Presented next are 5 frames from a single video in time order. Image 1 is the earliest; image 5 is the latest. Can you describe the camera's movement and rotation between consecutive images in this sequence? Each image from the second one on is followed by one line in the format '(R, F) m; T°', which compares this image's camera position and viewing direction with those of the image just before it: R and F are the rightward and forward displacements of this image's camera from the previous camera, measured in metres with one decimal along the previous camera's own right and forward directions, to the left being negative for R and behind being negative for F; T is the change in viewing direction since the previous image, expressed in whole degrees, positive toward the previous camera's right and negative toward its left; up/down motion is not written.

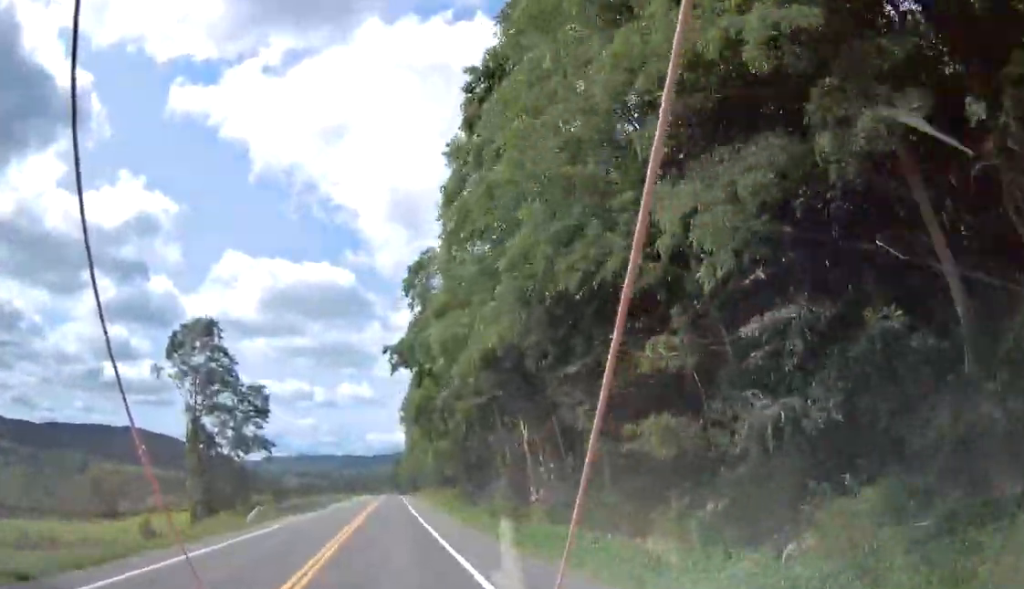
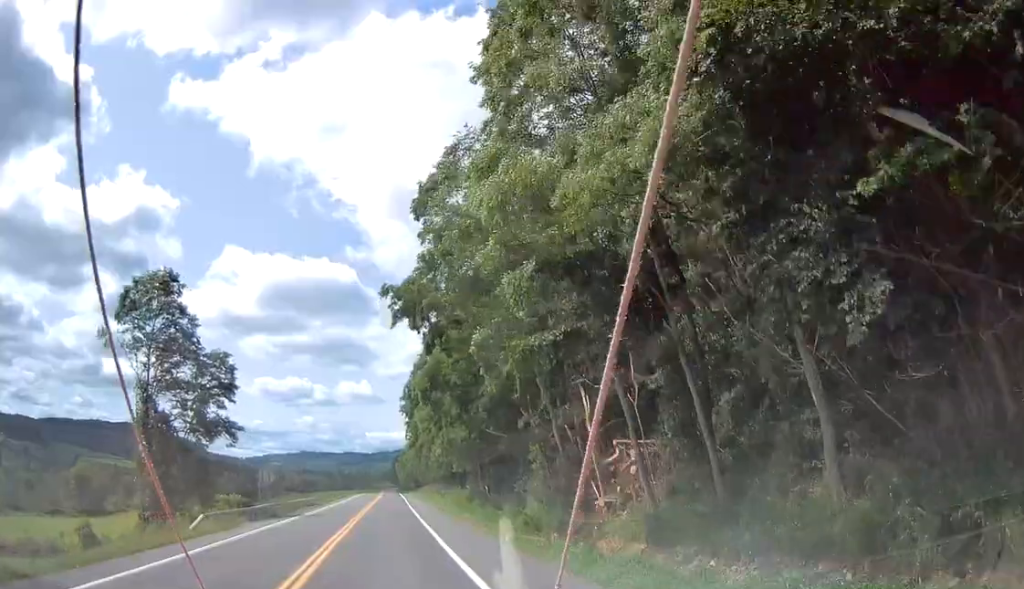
(0.0, +11.9) m; 0°
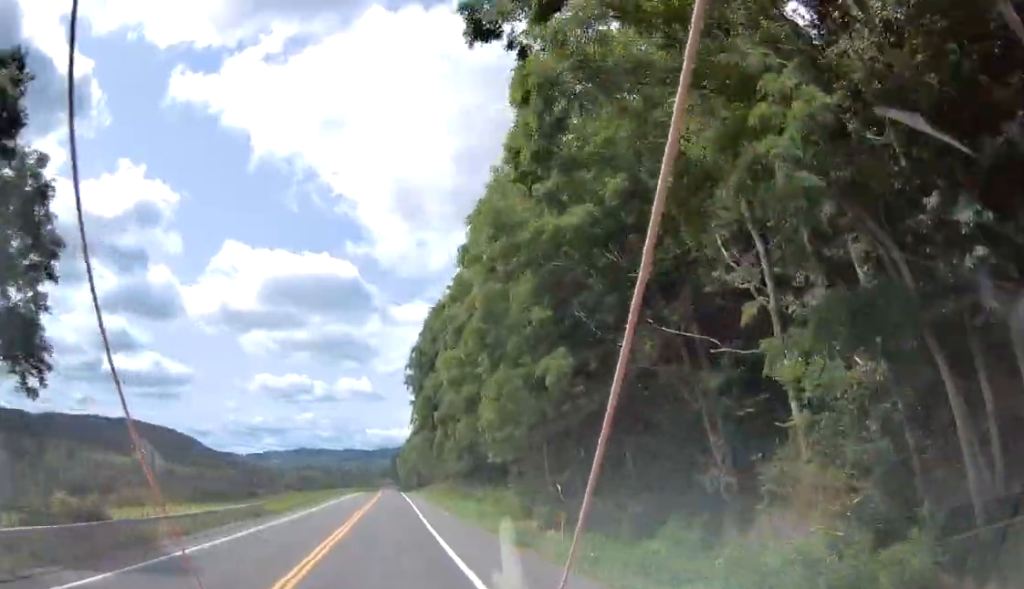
(0.0, +25.7) m; 0°
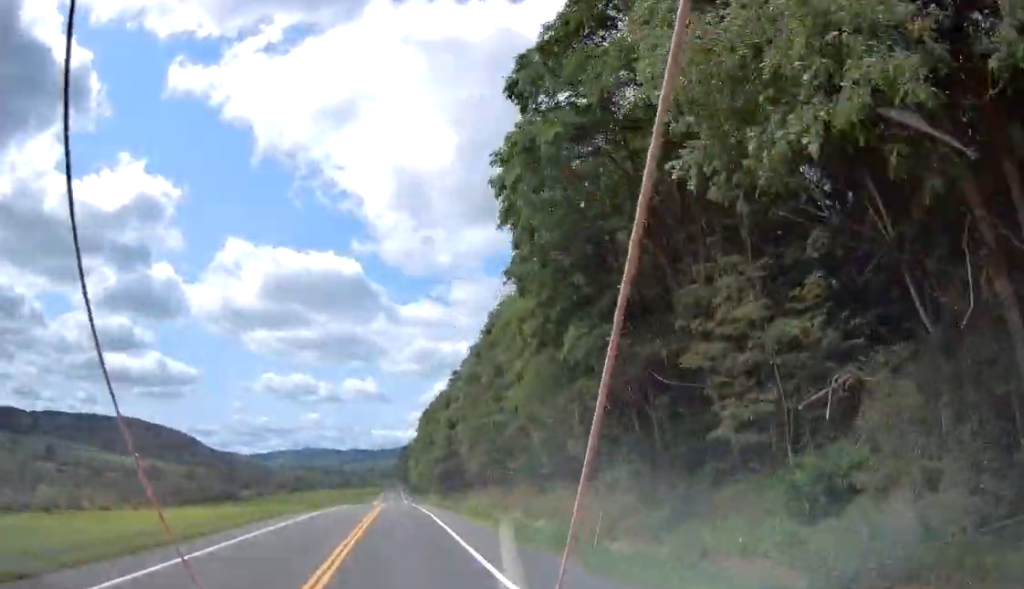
(+0.3, +68.0) m; +1°
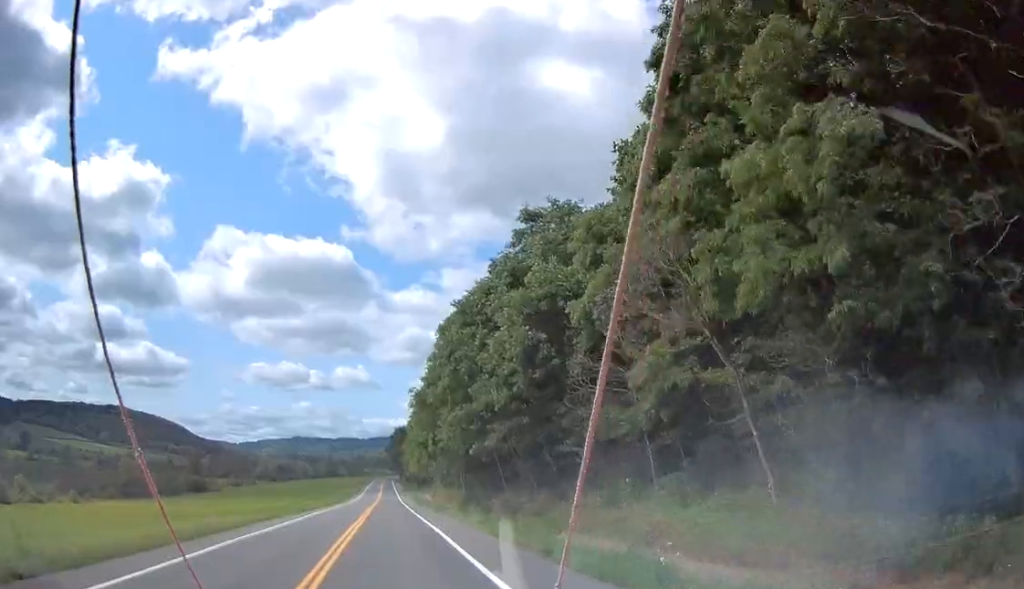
(0.0, +45.2) m; 0°
